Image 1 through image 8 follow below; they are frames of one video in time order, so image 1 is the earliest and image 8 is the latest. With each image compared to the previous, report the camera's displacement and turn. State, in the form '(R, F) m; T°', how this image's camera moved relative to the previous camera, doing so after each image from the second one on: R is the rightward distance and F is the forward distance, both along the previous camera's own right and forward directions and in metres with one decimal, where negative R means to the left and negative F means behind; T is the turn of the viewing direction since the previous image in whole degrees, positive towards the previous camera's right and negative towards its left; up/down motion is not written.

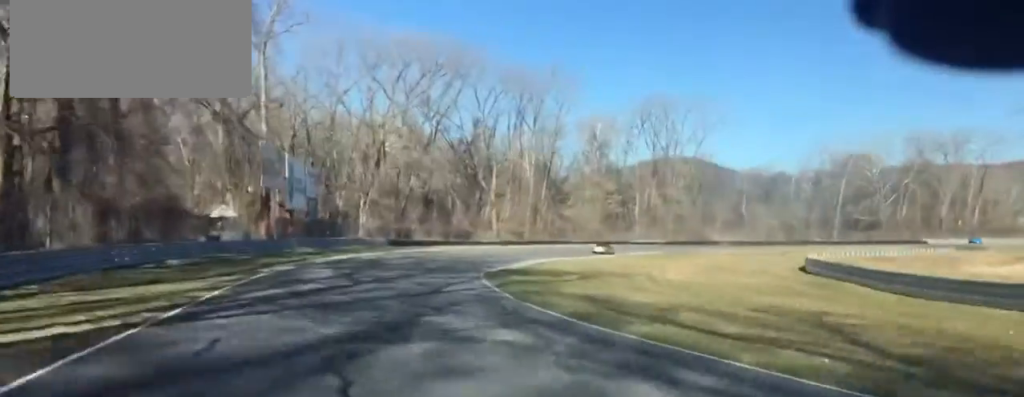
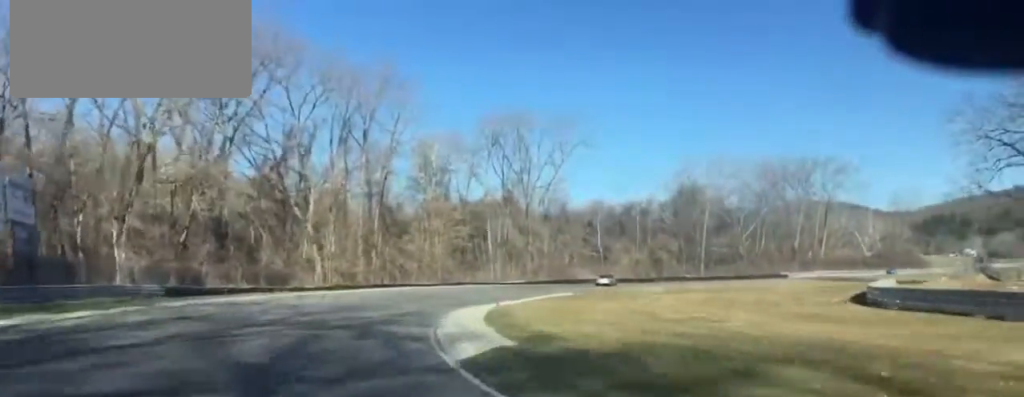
(+3.2, +33.7) m; +11°
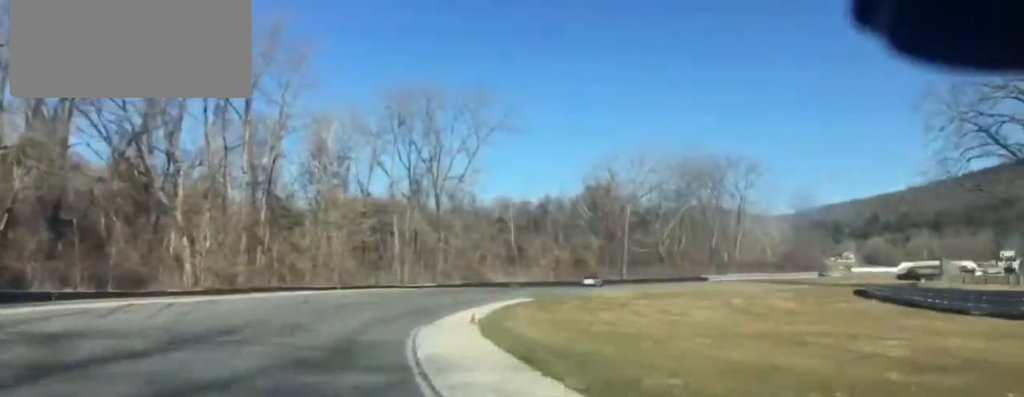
(+0.9, +17.0) m; +5°
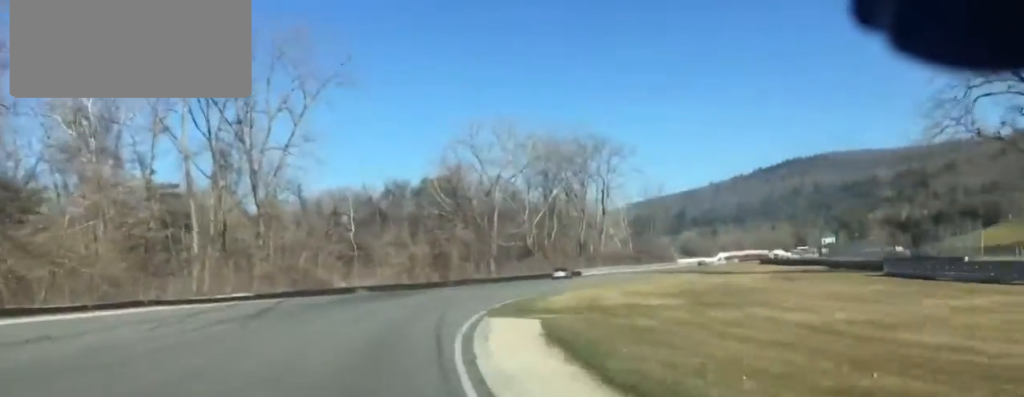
(+2.6, +30.8) m; +9°
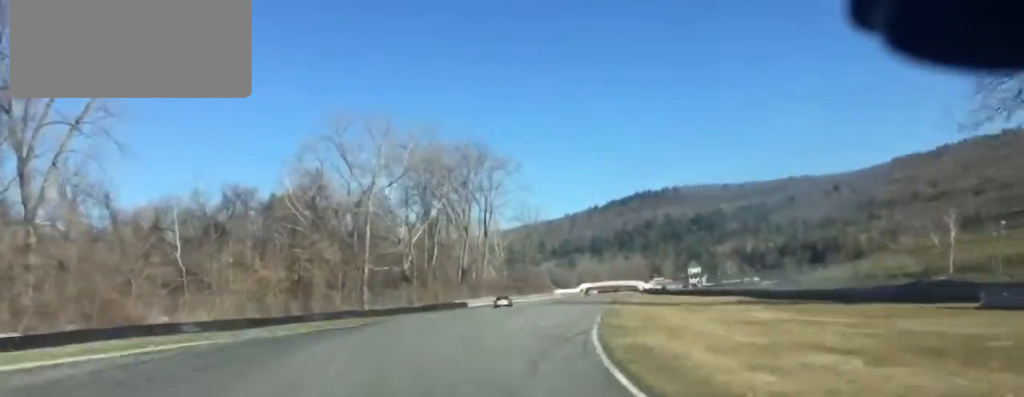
(+1.3, +23.2) m; +7°
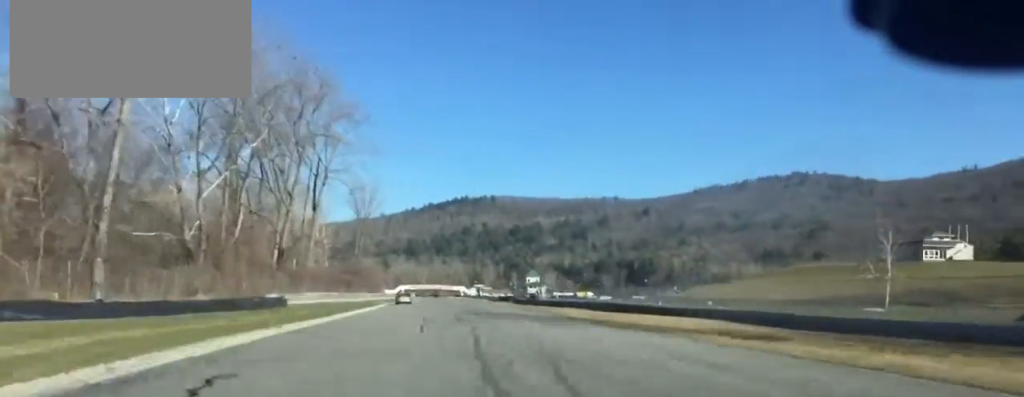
(+5.1, +42.1) m; +16°
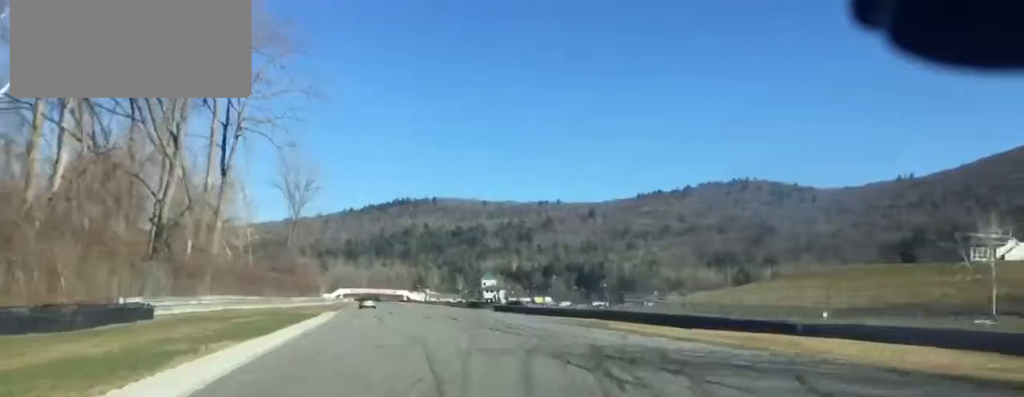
(+4.8, +36.6) m; +11°
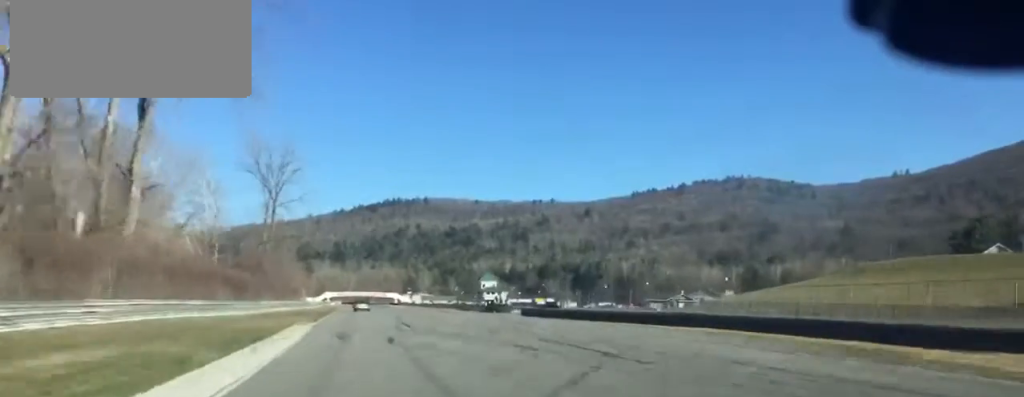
(+2.1, +29.7) m; +4°
